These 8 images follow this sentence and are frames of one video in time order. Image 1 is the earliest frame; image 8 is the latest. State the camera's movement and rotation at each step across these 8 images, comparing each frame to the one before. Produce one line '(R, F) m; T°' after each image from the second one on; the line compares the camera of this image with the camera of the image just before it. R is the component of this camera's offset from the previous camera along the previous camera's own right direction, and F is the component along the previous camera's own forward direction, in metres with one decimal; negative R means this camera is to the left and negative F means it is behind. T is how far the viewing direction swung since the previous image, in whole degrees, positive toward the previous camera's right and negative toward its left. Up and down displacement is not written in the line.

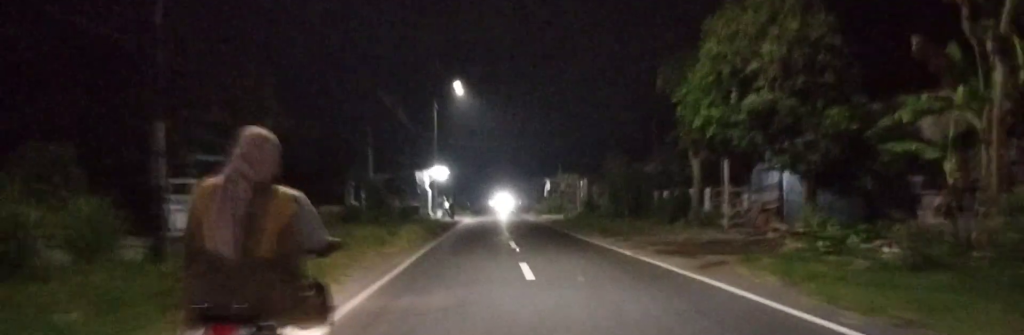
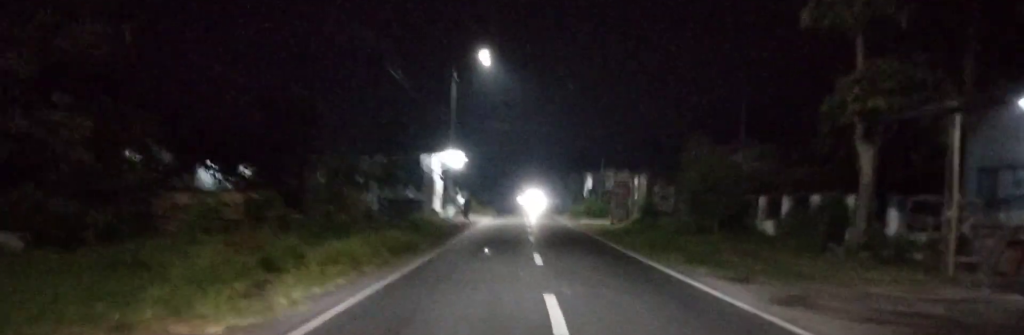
(-0.4, +12.2) m; -1°
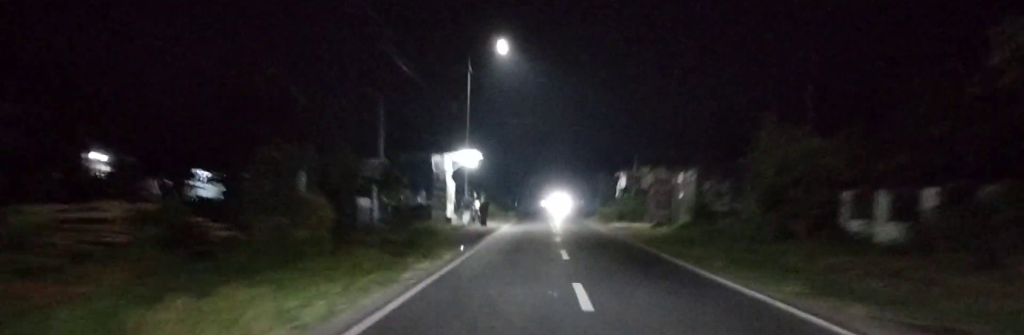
(0.0, +5.4) m; 0°
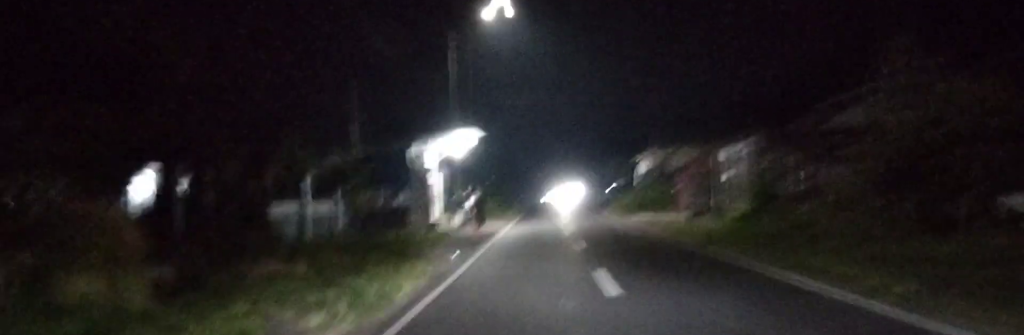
(+0.2, +7.3) m; 0°
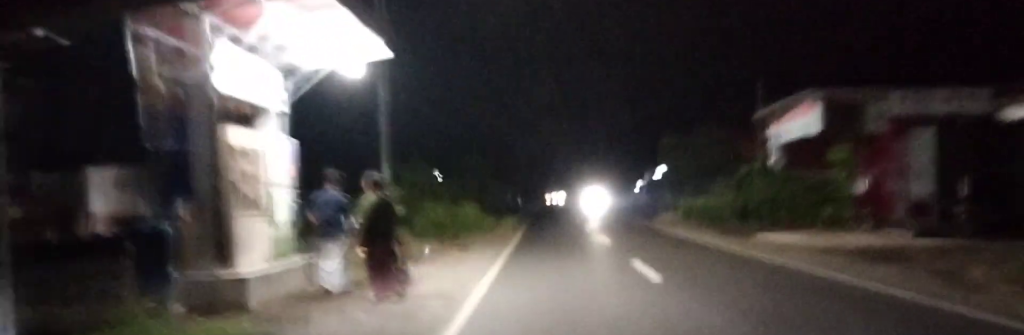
(-0.4, +21.4) m; -1°
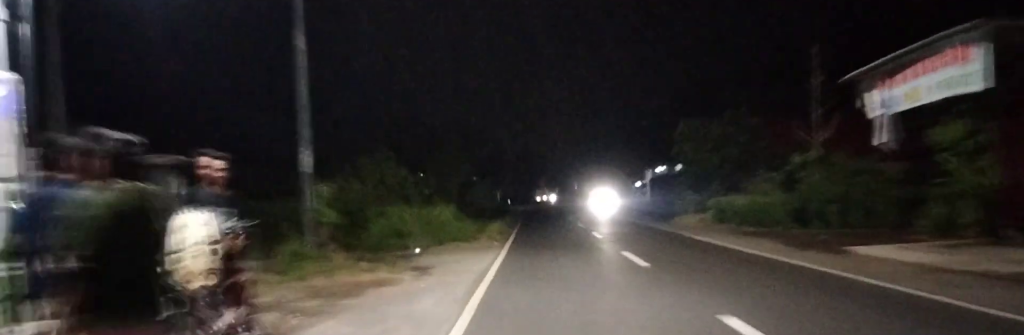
(0.0, +5.9) m; 0°
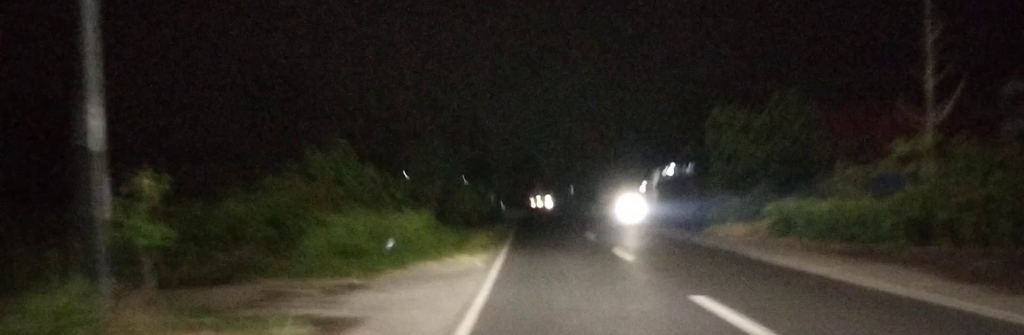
(+0.1, +6.6) m; -1°
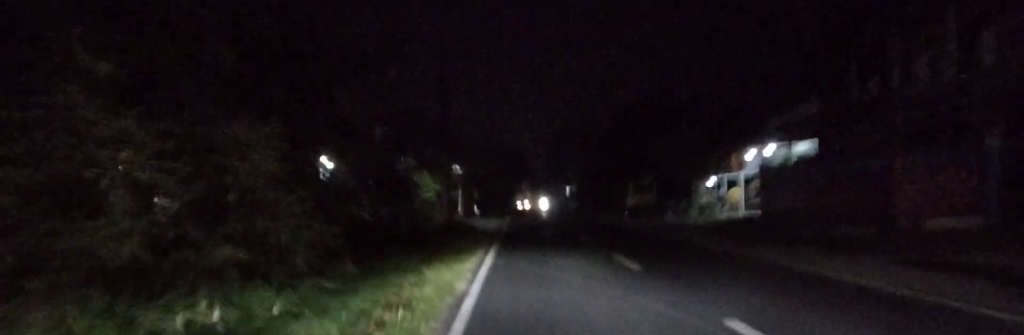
(+0.5, +24.2) m; +1°
